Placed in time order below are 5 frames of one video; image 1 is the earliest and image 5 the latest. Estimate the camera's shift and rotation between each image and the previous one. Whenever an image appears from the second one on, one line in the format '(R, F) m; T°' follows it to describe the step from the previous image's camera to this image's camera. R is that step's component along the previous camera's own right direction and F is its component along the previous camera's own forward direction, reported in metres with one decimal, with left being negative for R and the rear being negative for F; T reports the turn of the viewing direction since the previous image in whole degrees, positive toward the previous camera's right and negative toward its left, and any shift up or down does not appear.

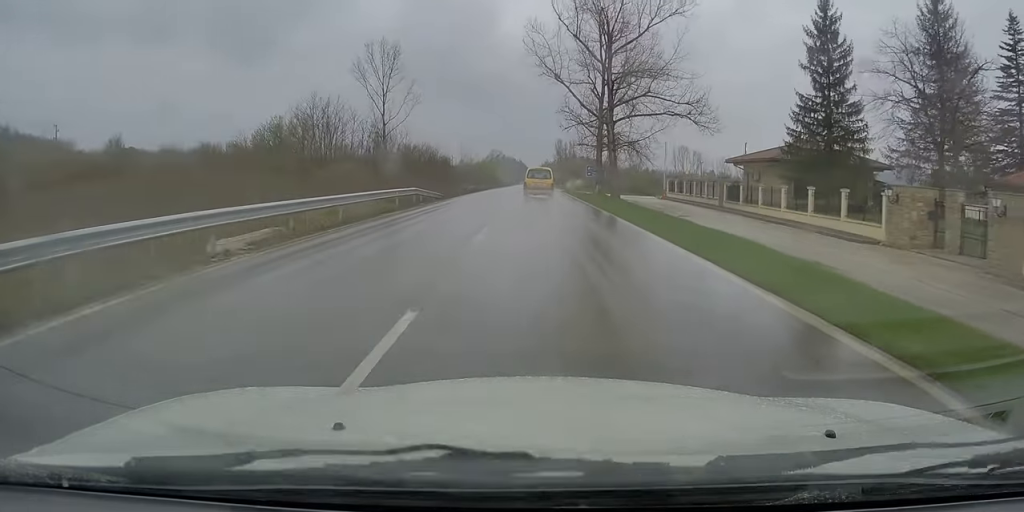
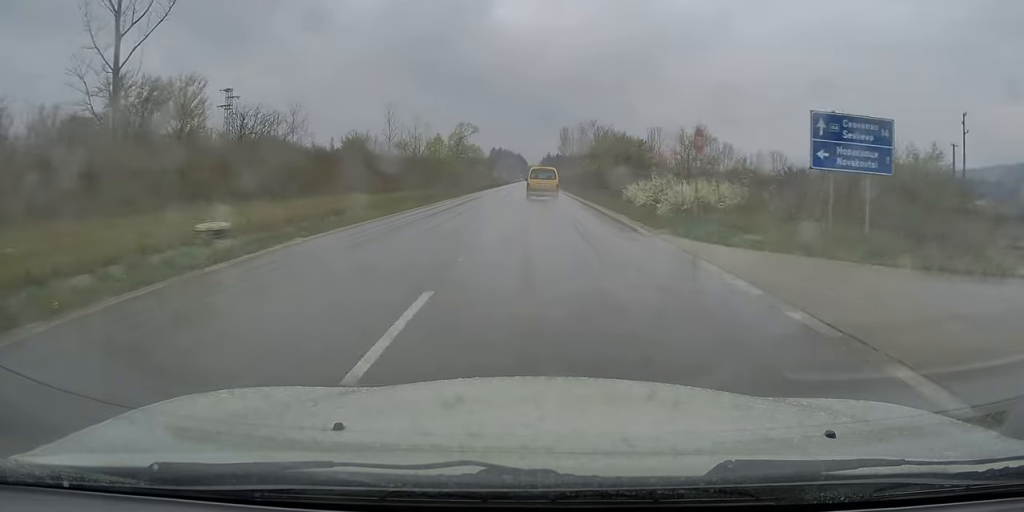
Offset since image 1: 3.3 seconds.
(+0.8, +70.8) m; 0°
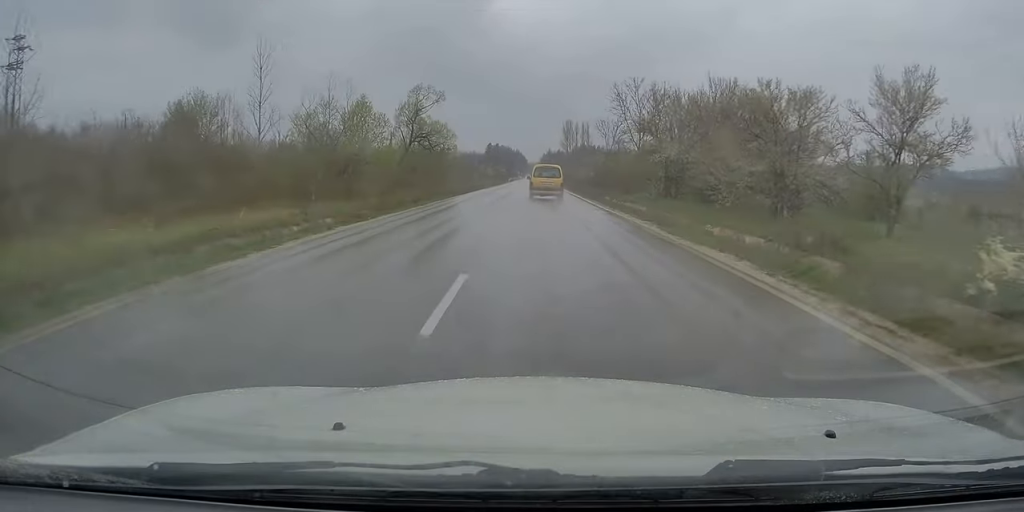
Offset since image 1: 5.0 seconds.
(+0.1, +34.7) m; 0°
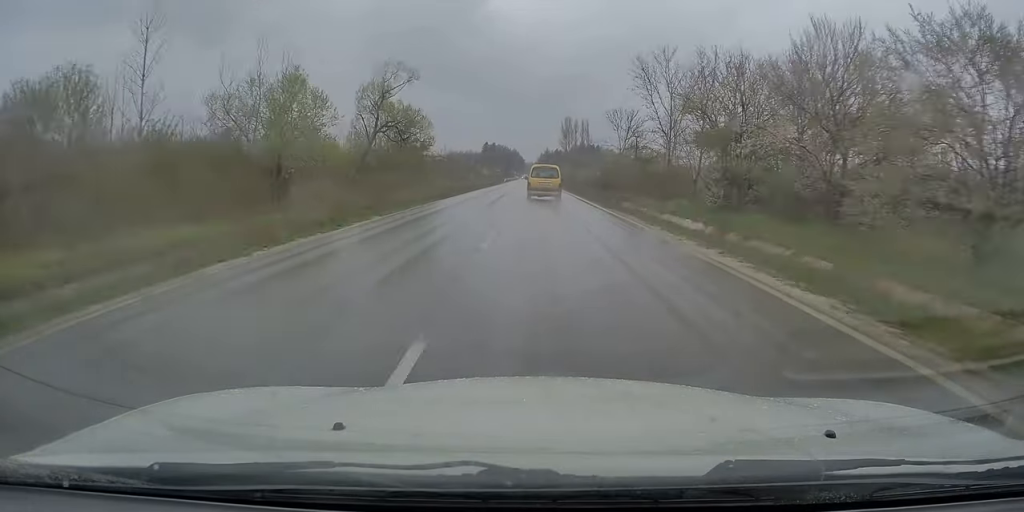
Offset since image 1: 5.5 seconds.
(-0.1, +12.0) m; 0°
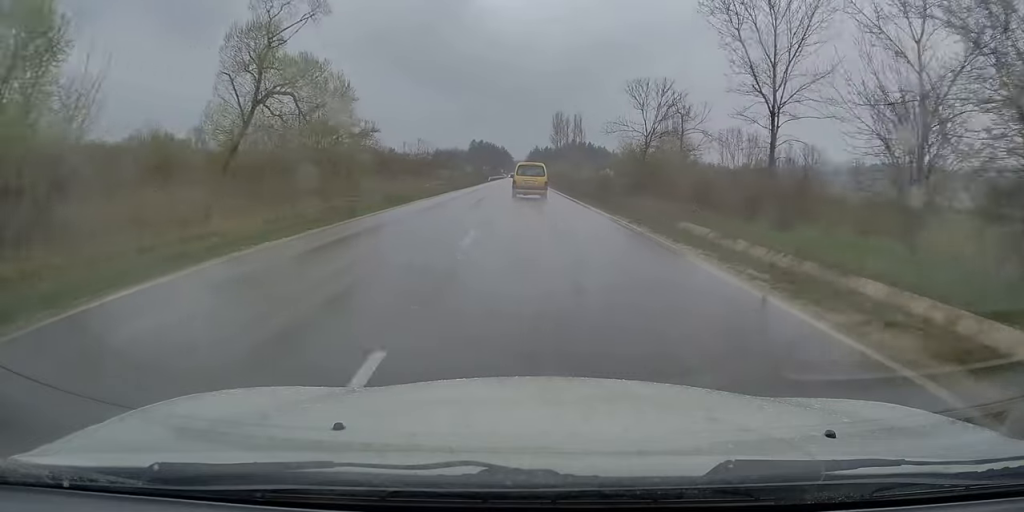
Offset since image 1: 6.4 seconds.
(0.0, +18.2) m; 0°
